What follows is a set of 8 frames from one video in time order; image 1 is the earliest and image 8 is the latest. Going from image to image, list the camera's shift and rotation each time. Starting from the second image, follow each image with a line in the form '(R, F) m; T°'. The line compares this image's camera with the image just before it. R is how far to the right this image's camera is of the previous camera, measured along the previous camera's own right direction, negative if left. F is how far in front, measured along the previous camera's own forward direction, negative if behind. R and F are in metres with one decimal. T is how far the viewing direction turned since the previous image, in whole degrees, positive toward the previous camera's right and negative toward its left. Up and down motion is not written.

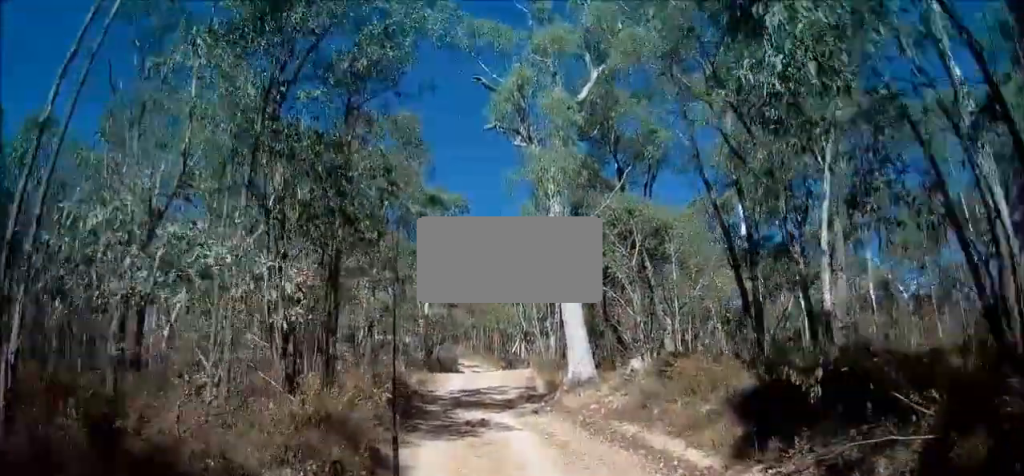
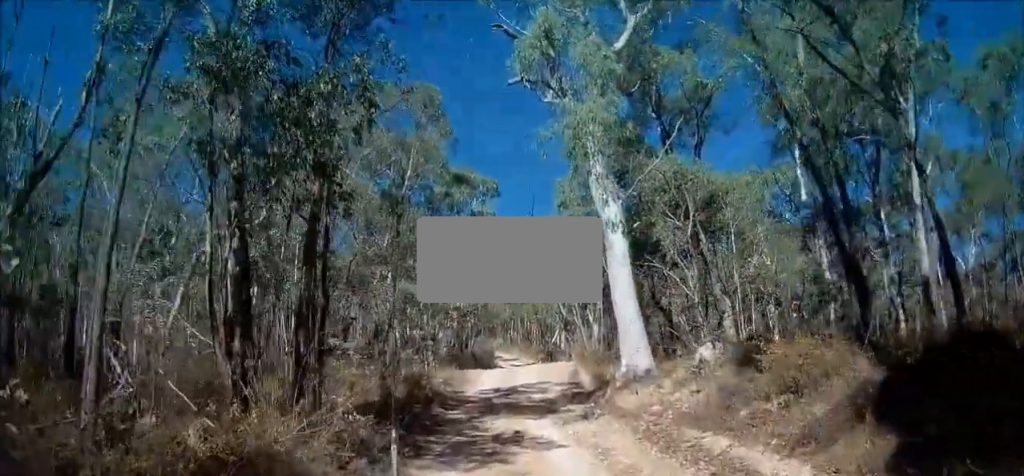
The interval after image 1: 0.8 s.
(+0.1, +3.1) m; +3°
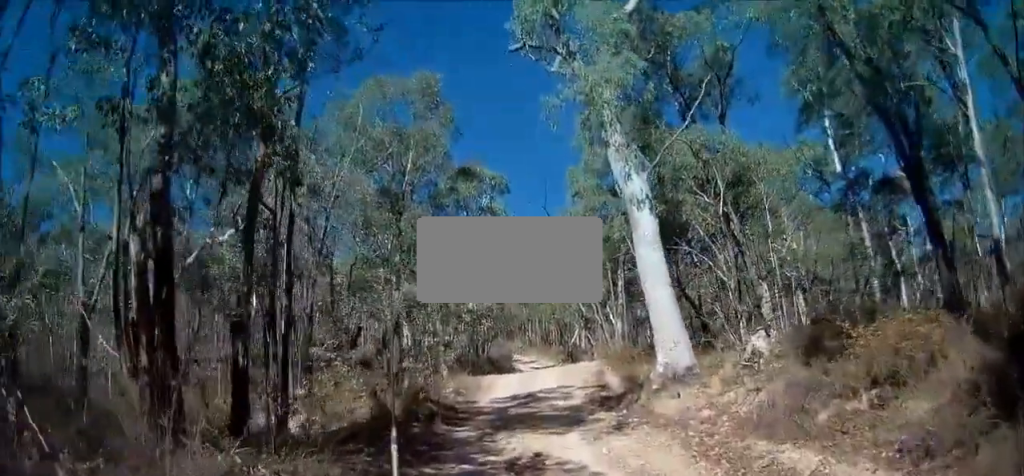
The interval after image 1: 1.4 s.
(+0.1, +2.3) m; +7°
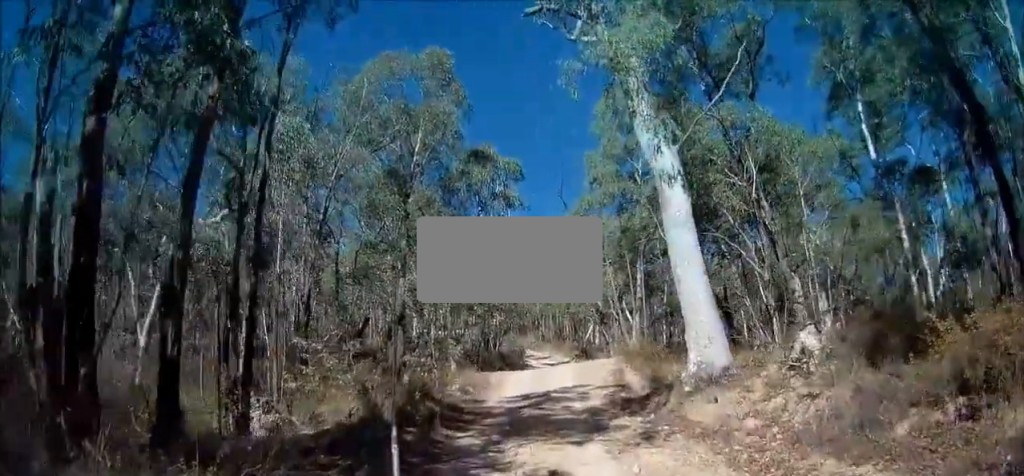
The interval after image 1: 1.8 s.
(-0.1, +1.6) m; +5°
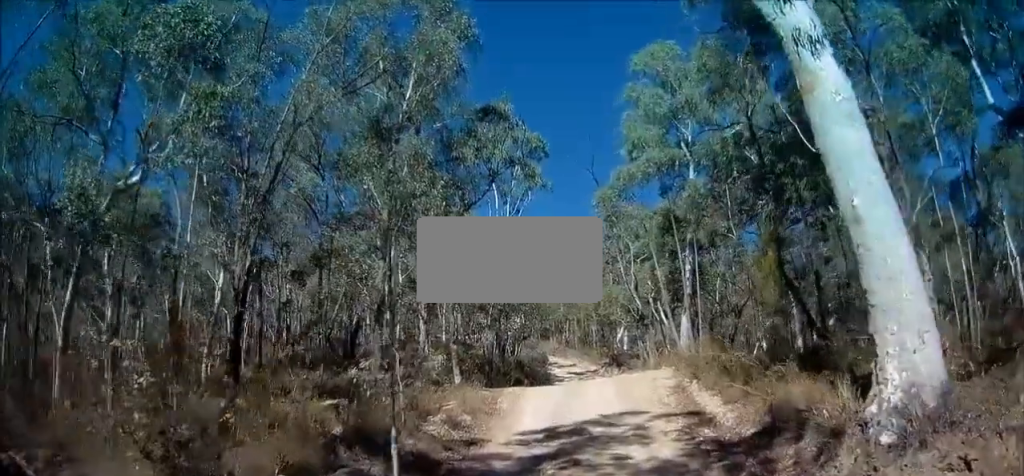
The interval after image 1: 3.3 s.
(+1.1, +6.6) m; +4°
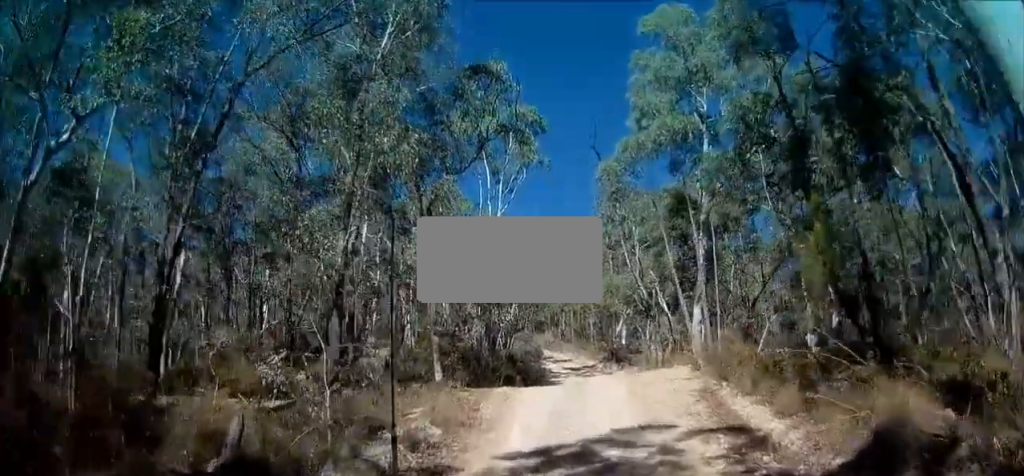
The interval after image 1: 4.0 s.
(0.0, +3.1) m; -13°
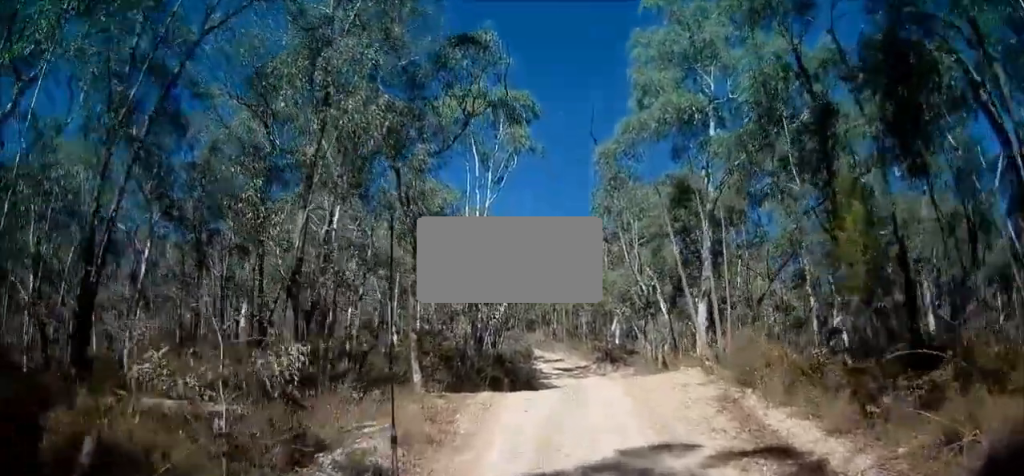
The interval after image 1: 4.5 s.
(-0.5, +1.9) m; -9°
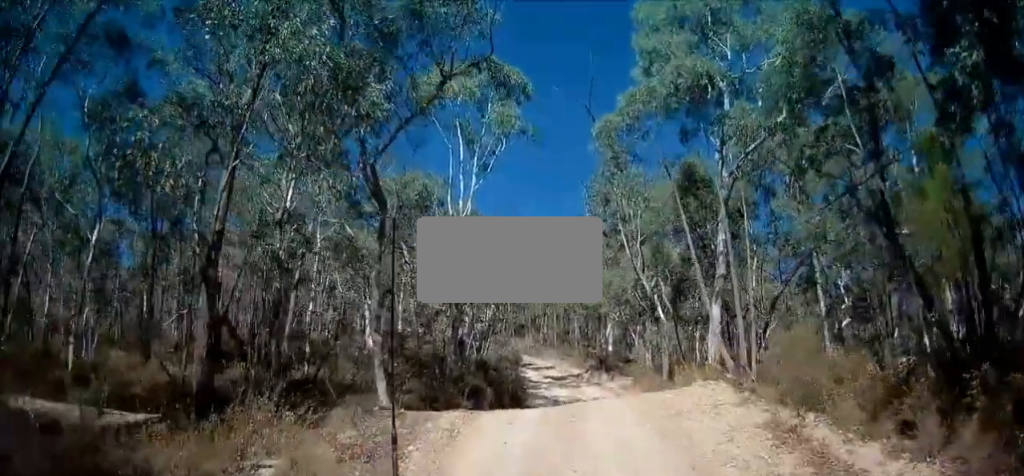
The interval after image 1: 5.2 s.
(-0.3, +2.7) m; -4°
